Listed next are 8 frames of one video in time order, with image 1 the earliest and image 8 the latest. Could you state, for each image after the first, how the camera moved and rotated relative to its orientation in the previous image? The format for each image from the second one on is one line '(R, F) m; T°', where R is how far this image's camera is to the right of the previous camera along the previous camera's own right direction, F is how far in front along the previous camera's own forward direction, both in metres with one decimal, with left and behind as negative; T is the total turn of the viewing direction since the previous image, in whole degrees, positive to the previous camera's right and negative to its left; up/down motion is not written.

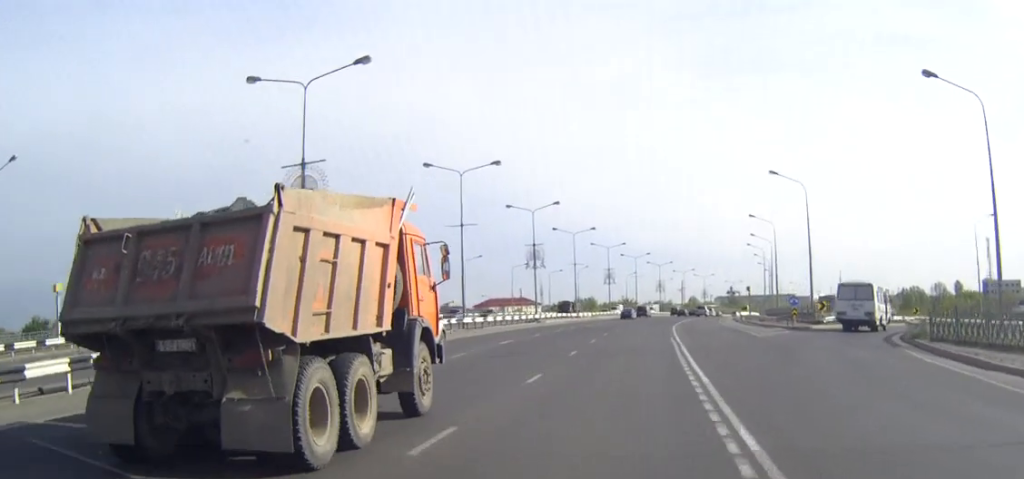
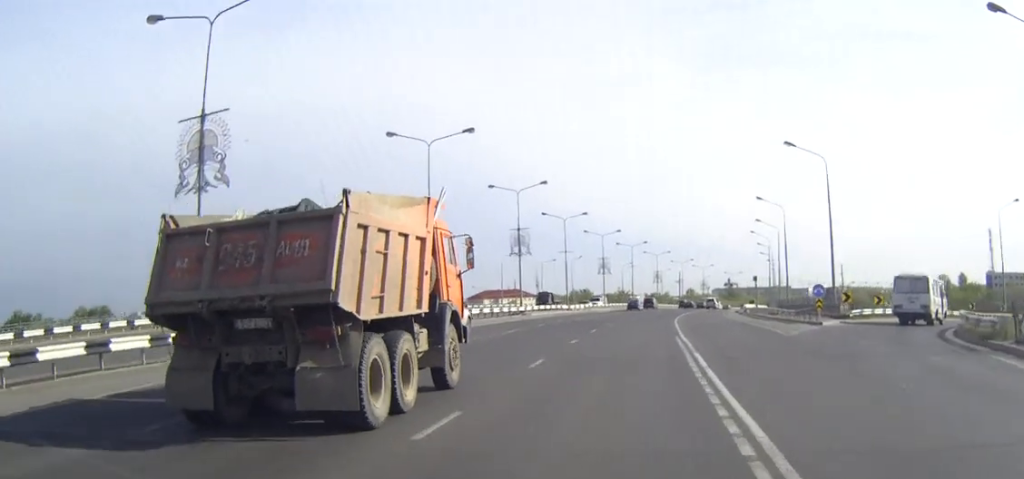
(0.0, +8.3) m; 0°
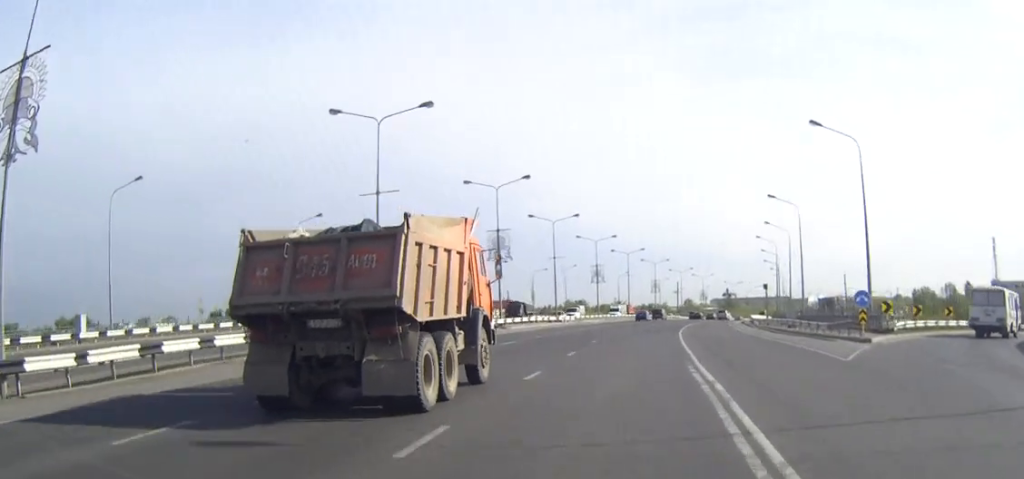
(0.0, +9.4) m; 0°
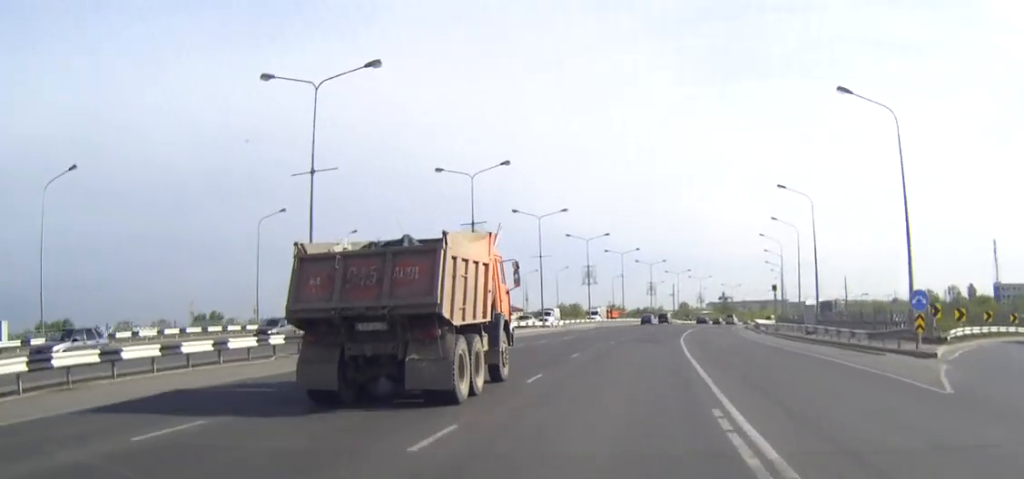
(0.0, +7.9) m; 0°
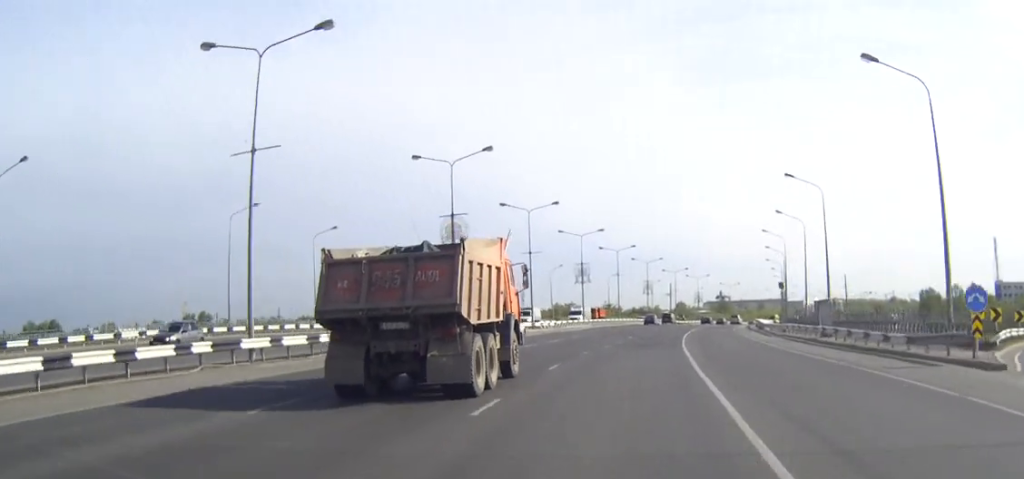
(0.0, +5.2) m; 0°
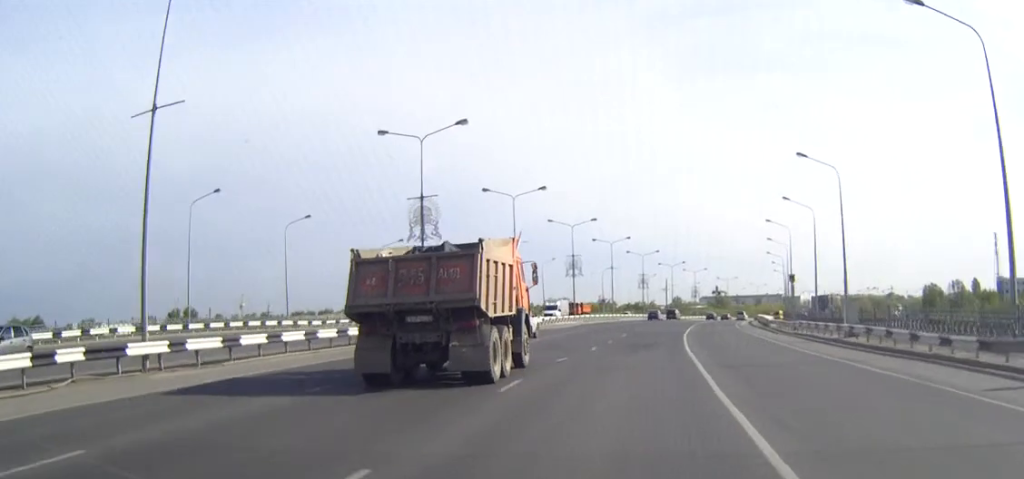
(0.0, +6.3) m; 0°
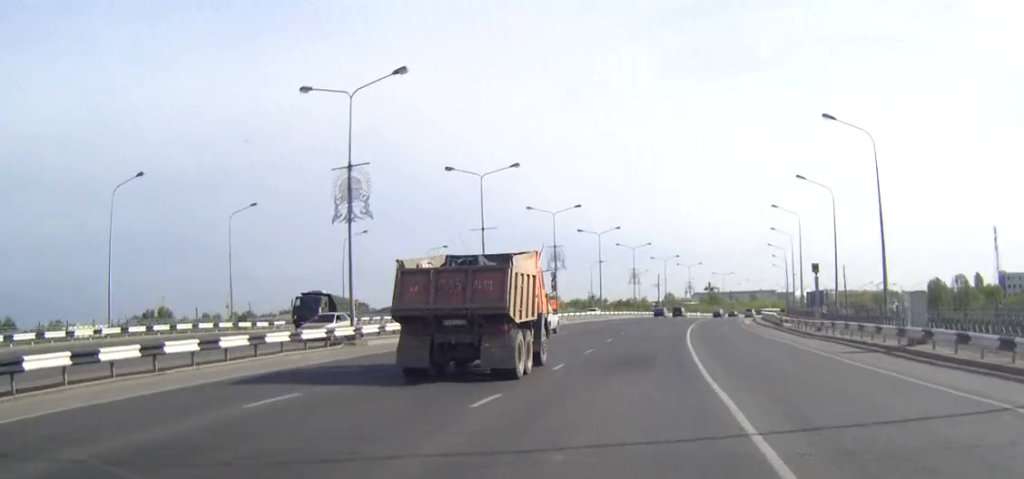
(0.0, +10.4) m; +1°
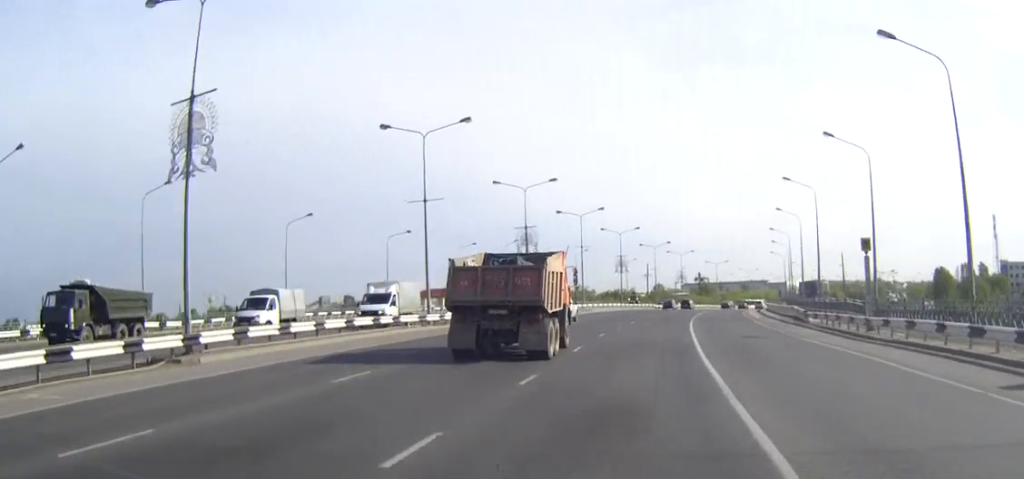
(+0.2, +13.1) m; +1°
